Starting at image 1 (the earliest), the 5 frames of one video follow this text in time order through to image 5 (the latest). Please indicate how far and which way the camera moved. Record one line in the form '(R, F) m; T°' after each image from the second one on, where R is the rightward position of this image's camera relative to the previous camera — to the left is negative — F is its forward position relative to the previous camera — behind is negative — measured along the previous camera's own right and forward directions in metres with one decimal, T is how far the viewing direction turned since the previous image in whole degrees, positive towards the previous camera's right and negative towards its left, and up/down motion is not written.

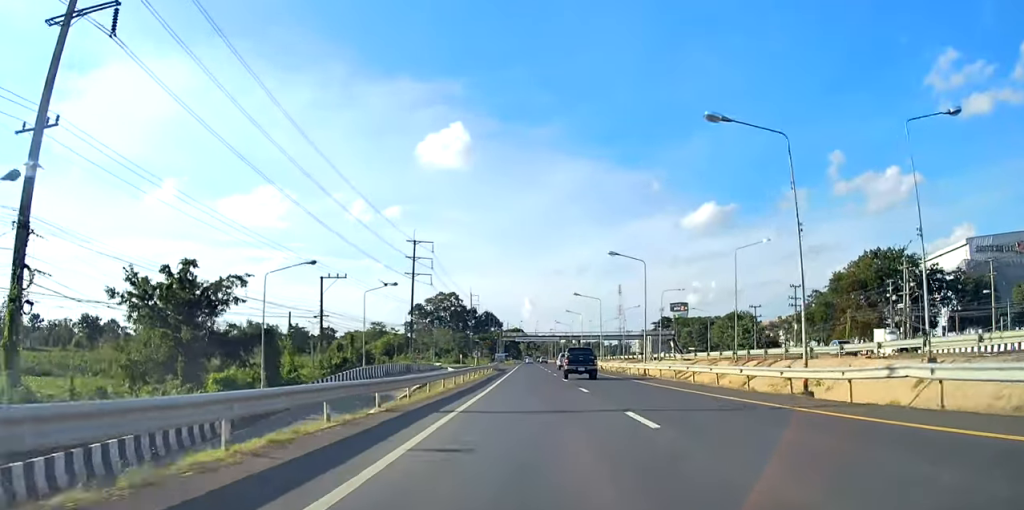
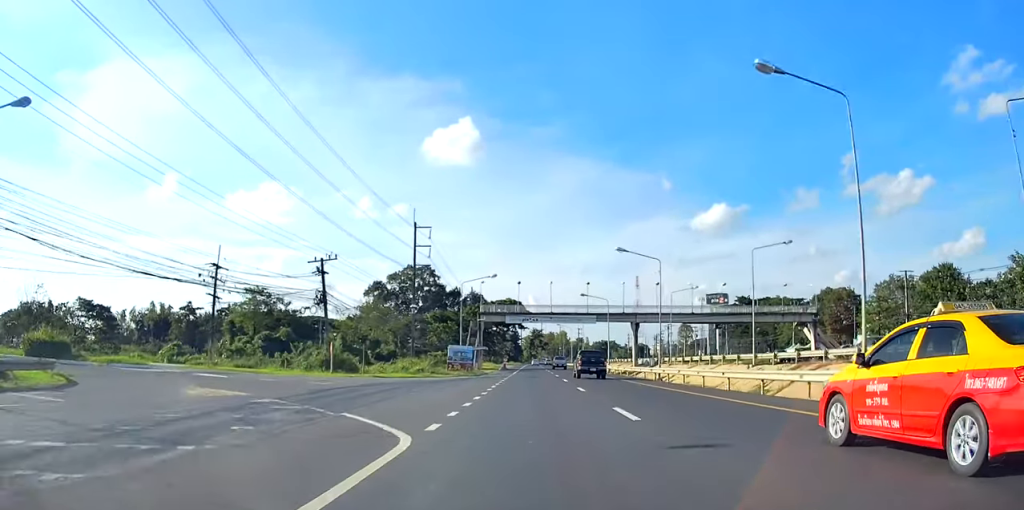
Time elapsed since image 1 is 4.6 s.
(-1.1, +90.5) m; 0°
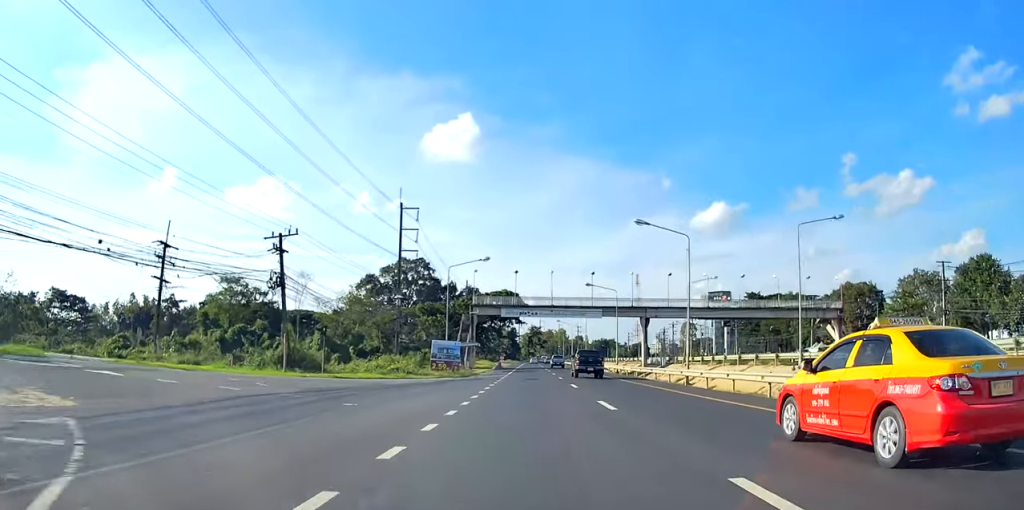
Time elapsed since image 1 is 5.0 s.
(0.0, +8.8) m; +1°
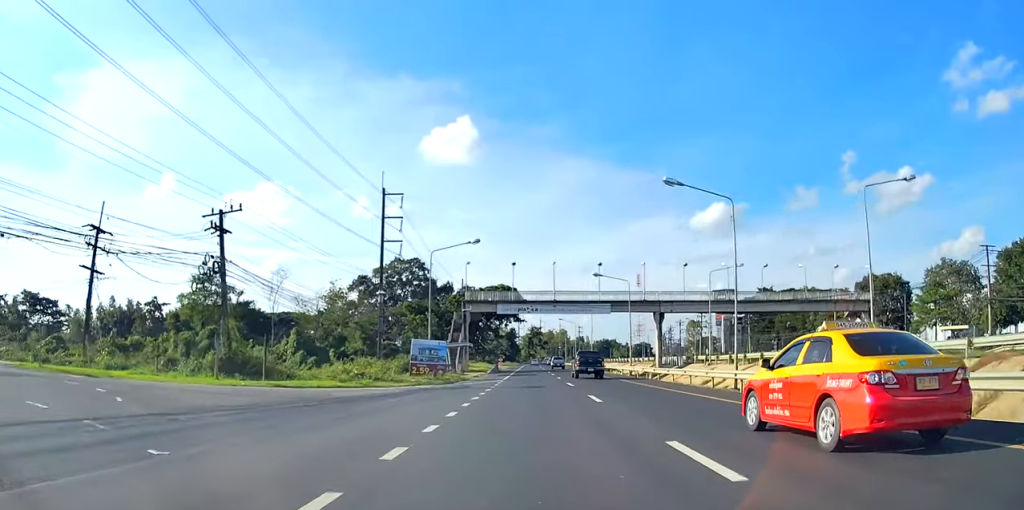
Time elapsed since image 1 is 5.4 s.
(0.0, +8.5) m; 0°
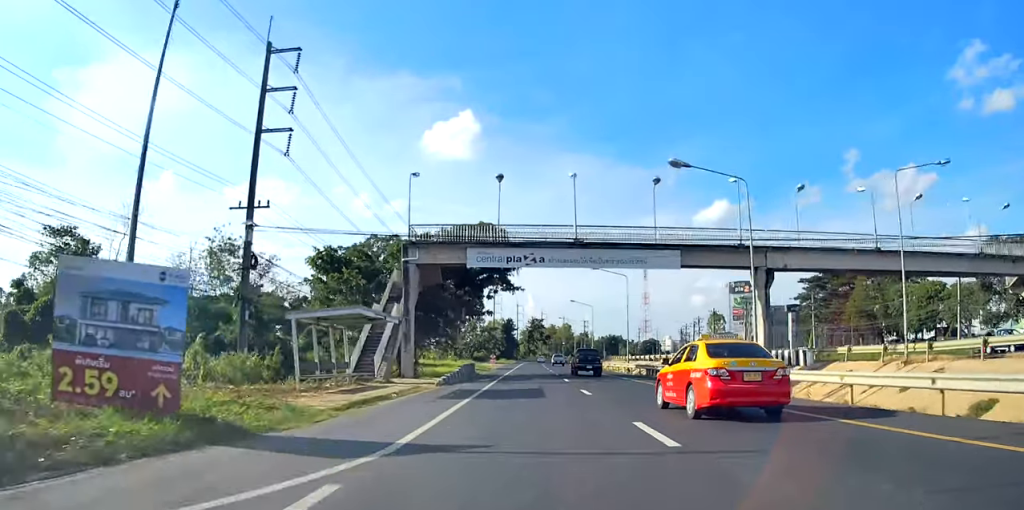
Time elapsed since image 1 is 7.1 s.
(-0.3, +35.1) m; -1°
